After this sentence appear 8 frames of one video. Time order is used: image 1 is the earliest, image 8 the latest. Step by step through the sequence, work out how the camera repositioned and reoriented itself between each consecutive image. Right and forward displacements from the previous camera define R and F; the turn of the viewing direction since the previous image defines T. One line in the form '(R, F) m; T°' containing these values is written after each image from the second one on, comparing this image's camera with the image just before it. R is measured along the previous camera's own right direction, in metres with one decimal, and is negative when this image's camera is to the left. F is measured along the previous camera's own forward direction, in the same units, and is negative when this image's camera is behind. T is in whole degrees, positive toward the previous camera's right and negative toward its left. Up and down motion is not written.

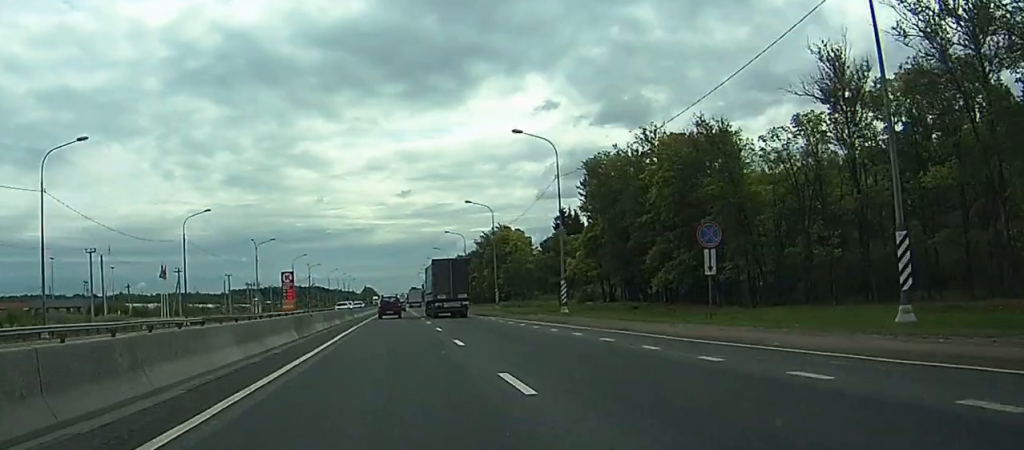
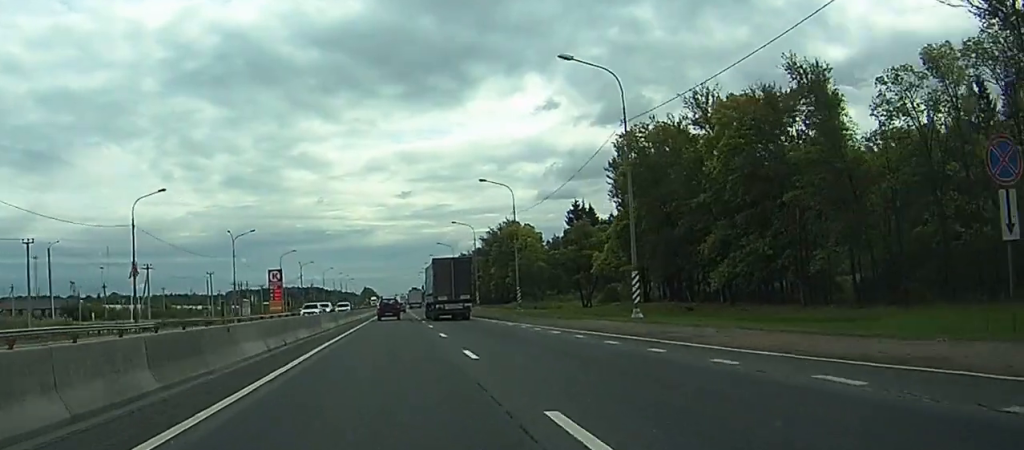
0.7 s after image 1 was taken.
(0.0, +17.0) m; 0°
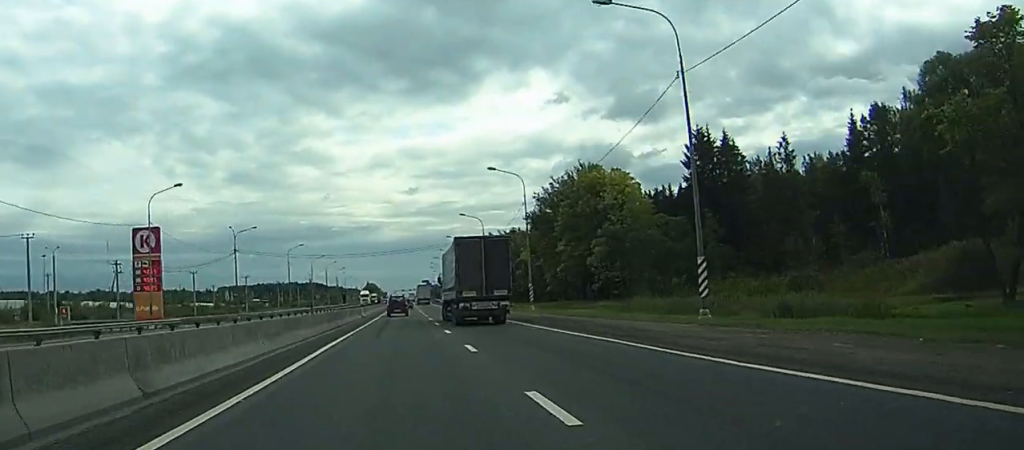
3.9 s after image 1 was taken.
(+0.5, +81.6) m; +1°
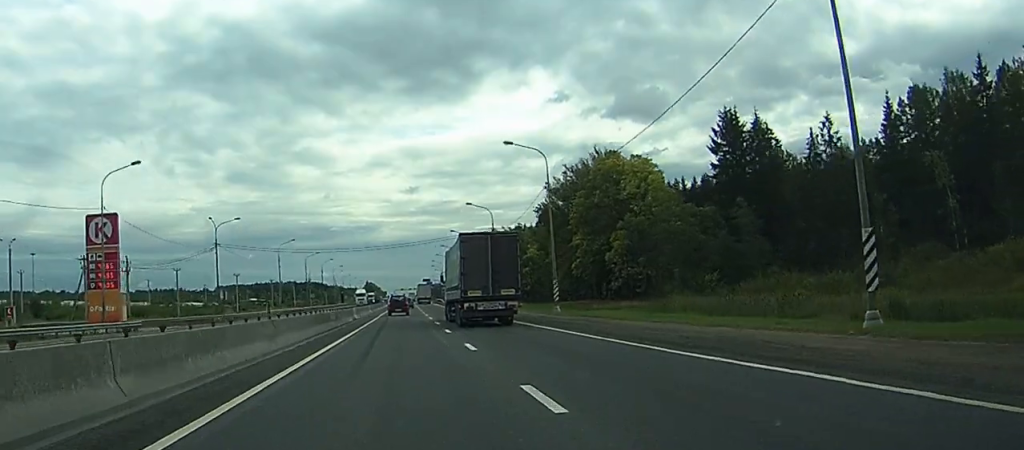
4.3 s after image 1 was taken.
(+0.2, +11.1) m; 0°
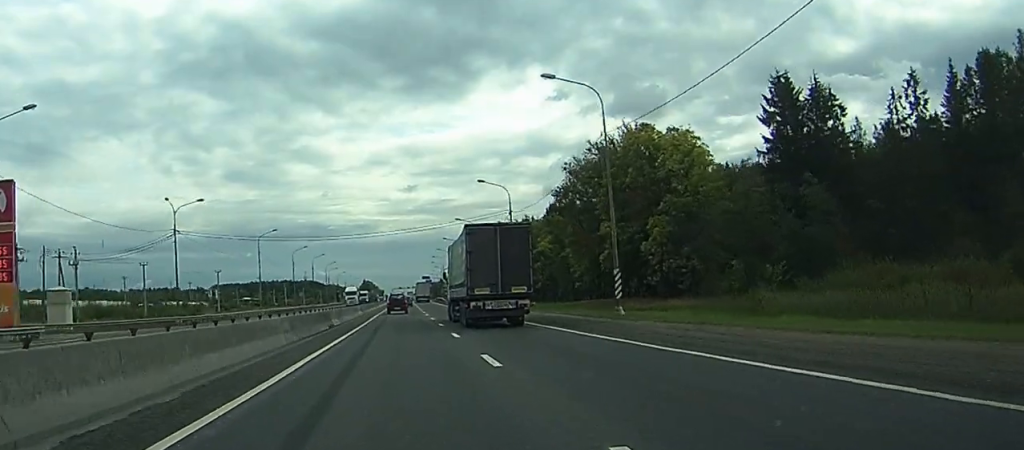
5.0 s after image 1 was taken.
(-0.2, +17.2) m; -1°
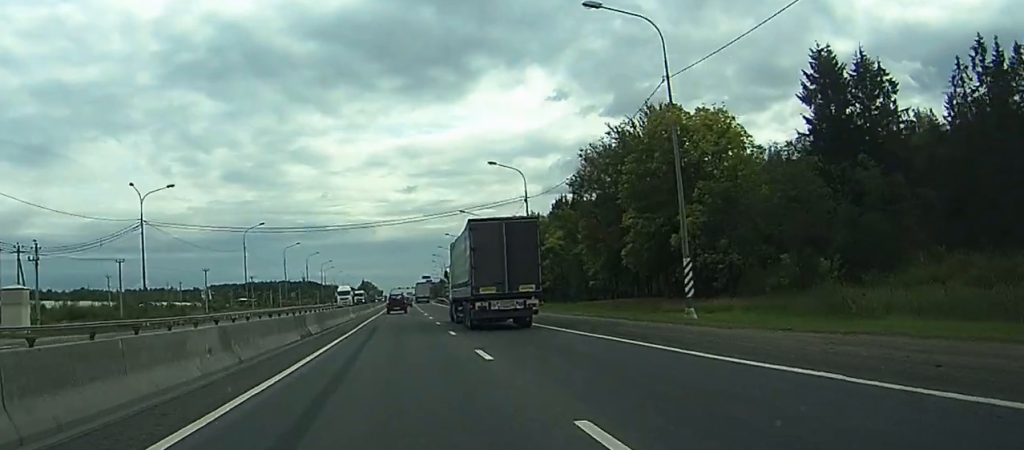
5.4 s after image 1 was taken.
(-0.3, +10.3) m; 0°
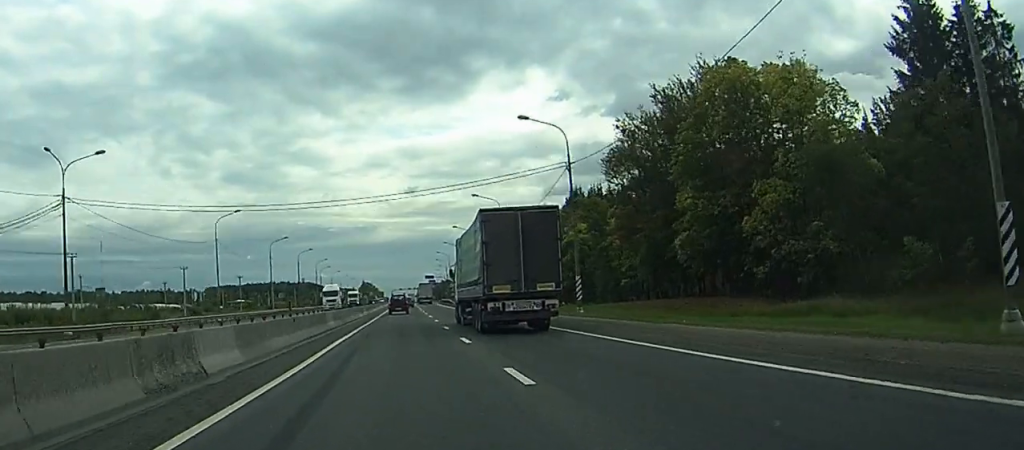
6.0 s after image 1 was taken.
(0.0, +17.2) m; 0°
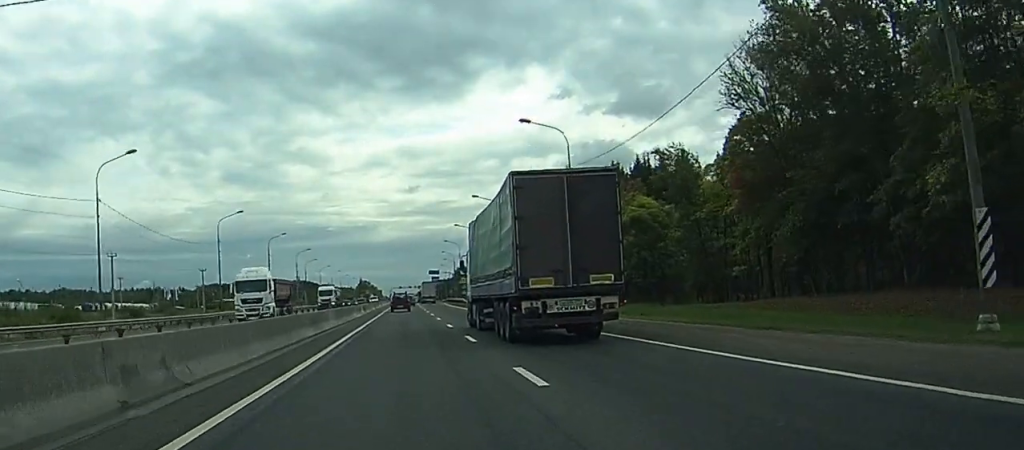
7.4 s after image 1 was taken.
(+0.5, +36.2) m; +1°
